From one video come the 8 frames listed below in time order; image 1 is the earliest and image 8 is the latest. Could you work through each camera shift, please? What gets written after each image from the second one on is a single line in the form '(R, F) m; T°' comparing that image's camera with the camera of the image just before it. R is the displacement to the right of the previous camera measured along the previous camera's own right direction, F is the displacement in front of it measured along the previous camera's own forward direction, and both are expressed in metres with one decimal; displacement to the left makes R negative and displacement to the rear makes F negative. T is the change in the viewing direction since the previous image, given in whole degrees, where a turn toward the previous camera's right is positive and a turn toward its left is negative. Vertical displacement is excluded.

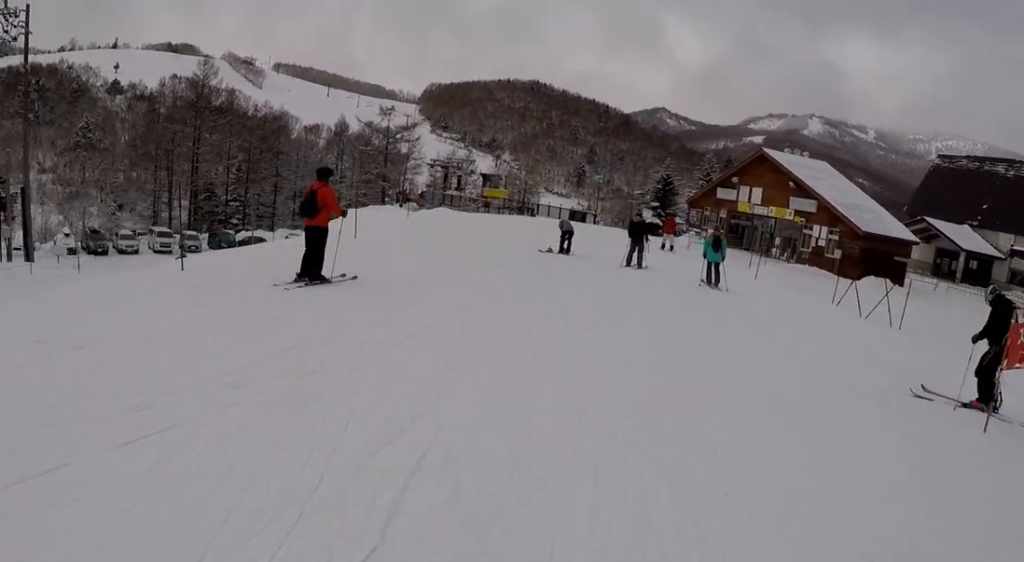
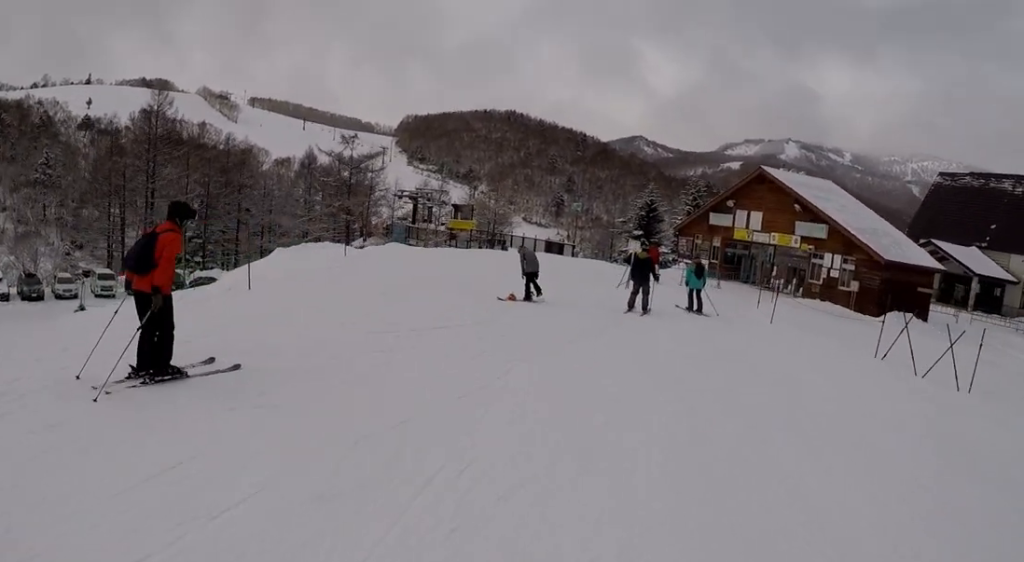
(0.0, +4.7) m; +13°
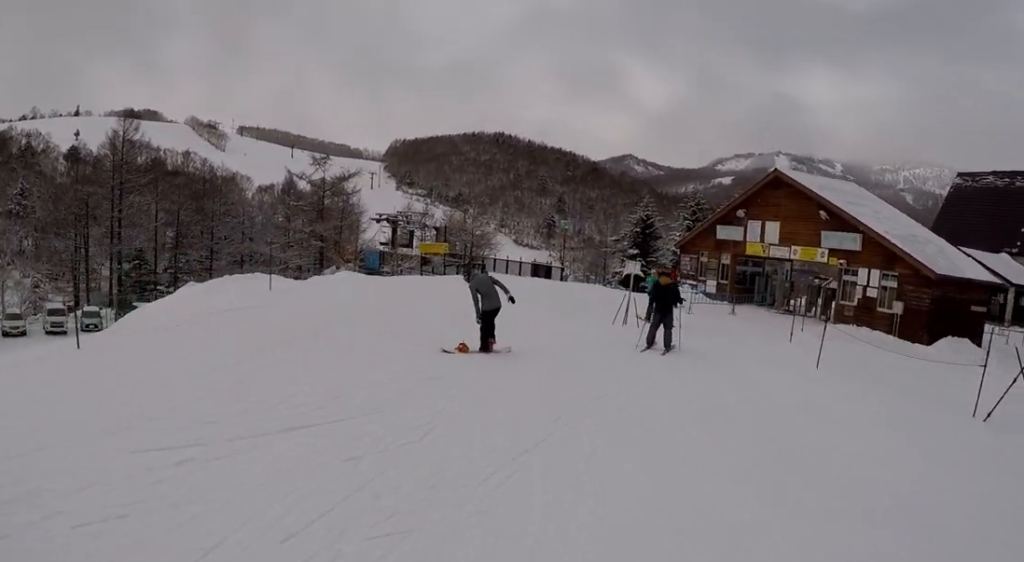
(+1.0, +4.4) m; +7°
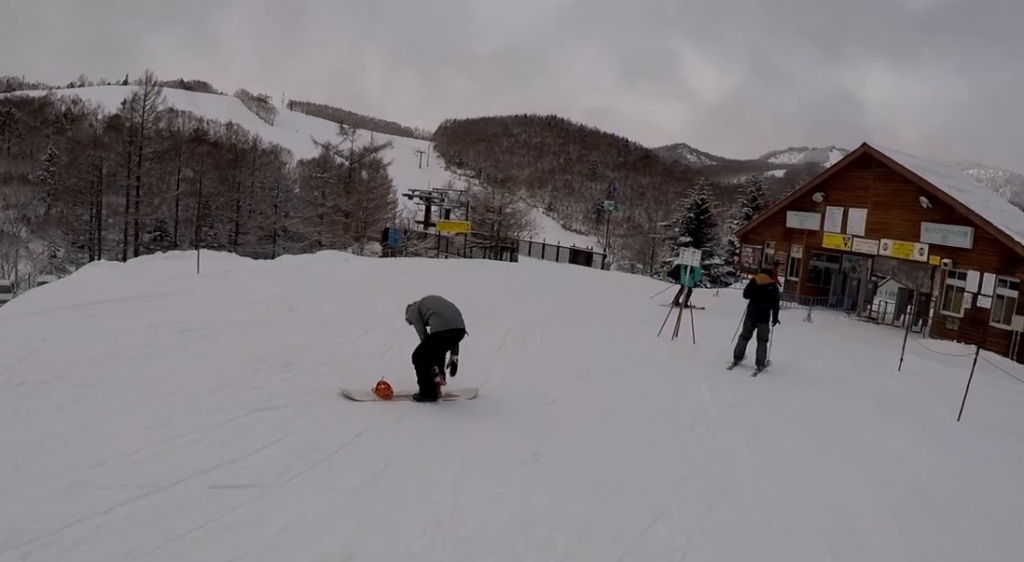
(-0.3, +4.6) m; -12°
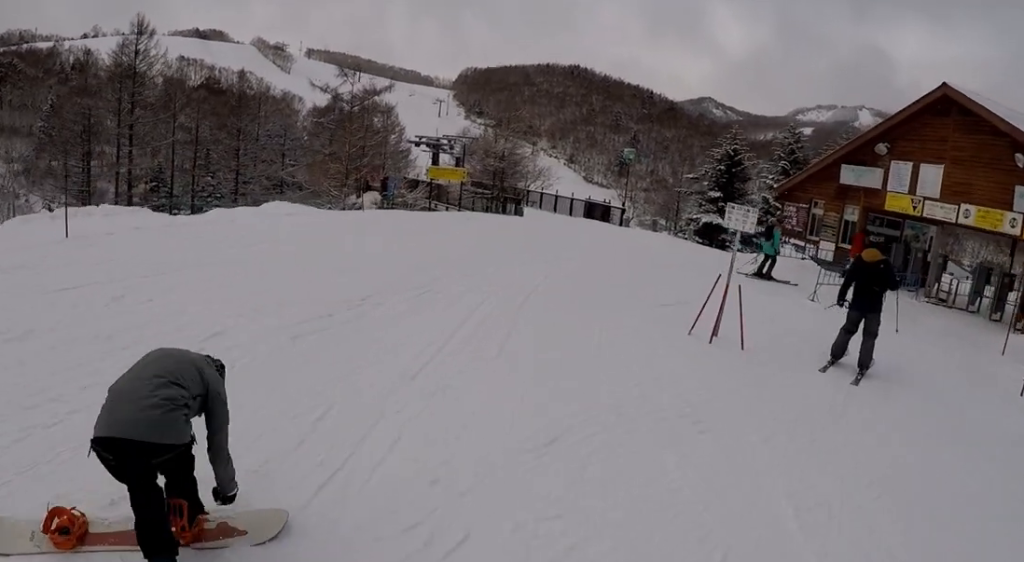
(-0.5, +3.7) m; -8°
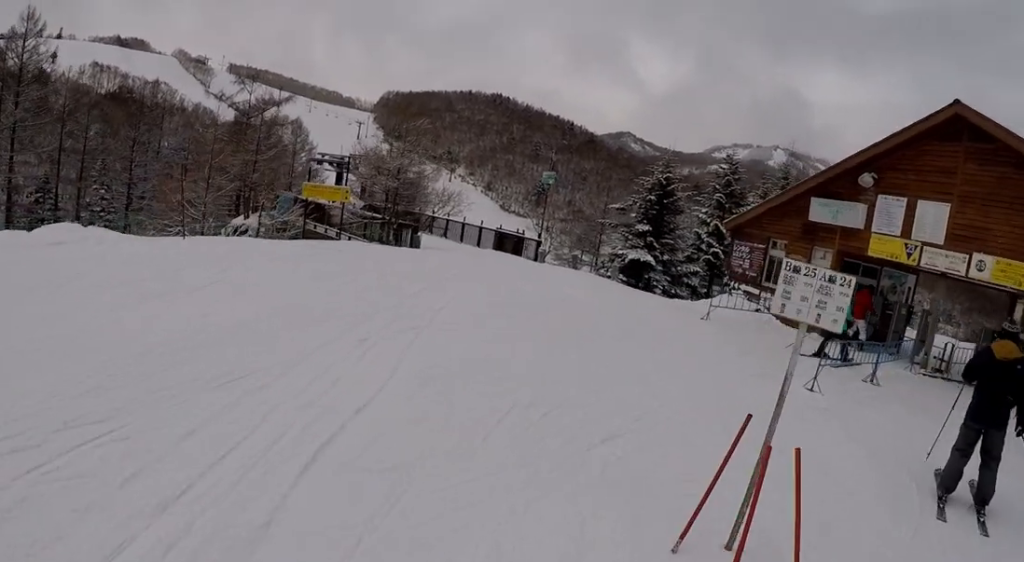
(-0.1, +4.5) m; +11°
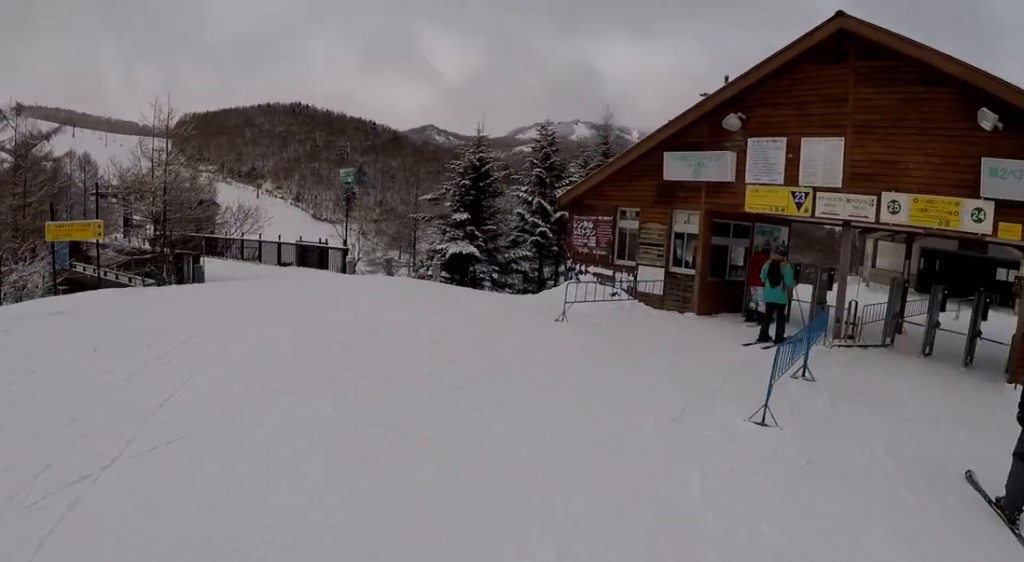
(+0.7, +3.2) m; +18°
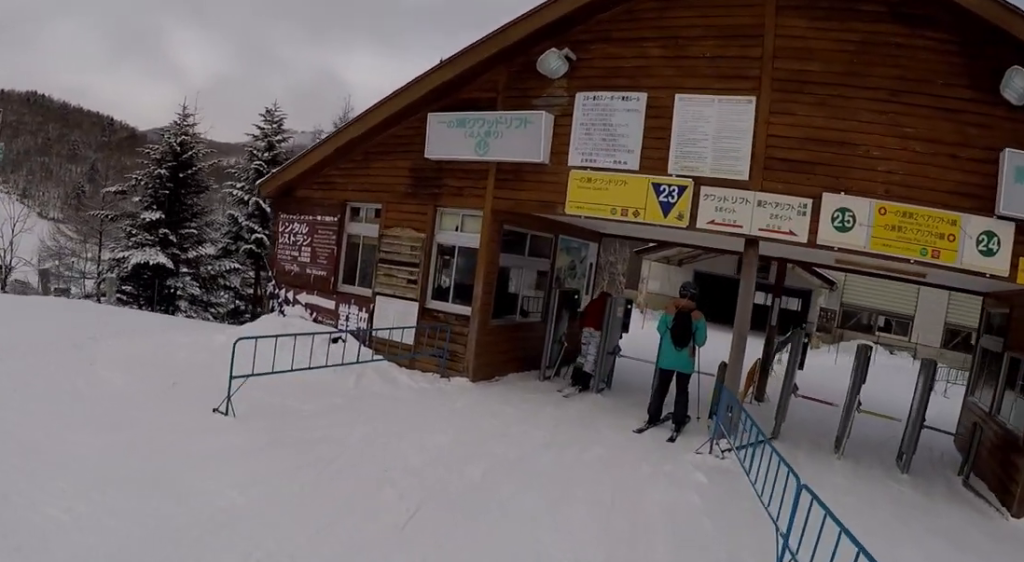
(+0.9, +5.4) m; +16°
